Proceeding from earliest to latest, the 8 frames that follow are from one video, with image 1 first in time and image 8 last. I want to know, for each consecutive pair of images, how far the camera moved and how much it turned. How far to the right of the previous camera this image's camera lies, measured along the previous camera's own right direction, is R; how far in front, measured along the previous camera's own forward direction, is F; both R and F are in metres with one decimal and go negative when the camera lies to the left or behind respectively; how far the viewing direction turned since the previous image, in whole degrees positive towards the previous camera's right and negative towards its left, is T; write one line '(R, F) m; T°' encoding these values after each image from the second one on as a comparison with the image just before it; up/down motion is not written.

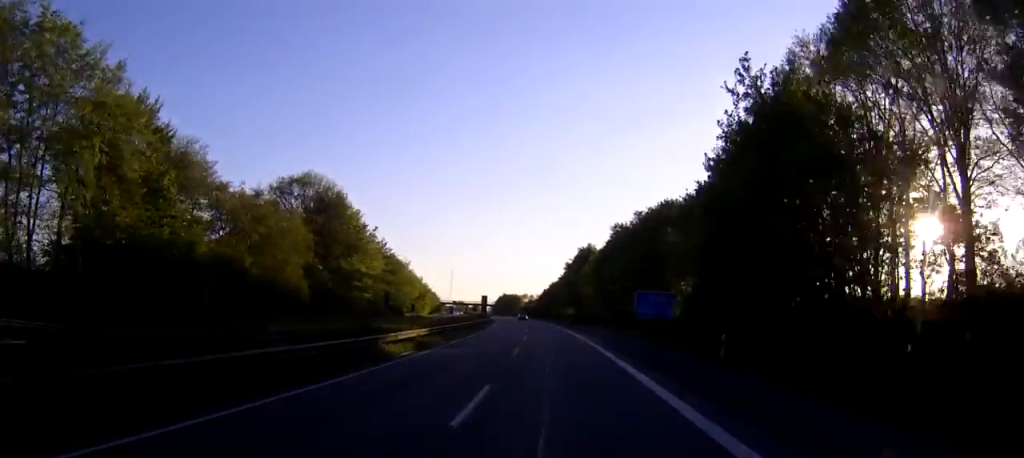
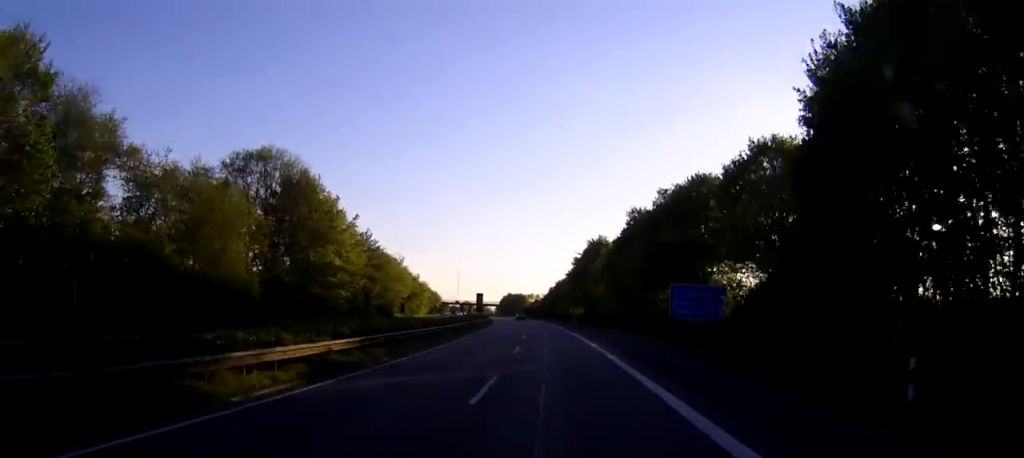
(0.0, +15.3) m; -1°
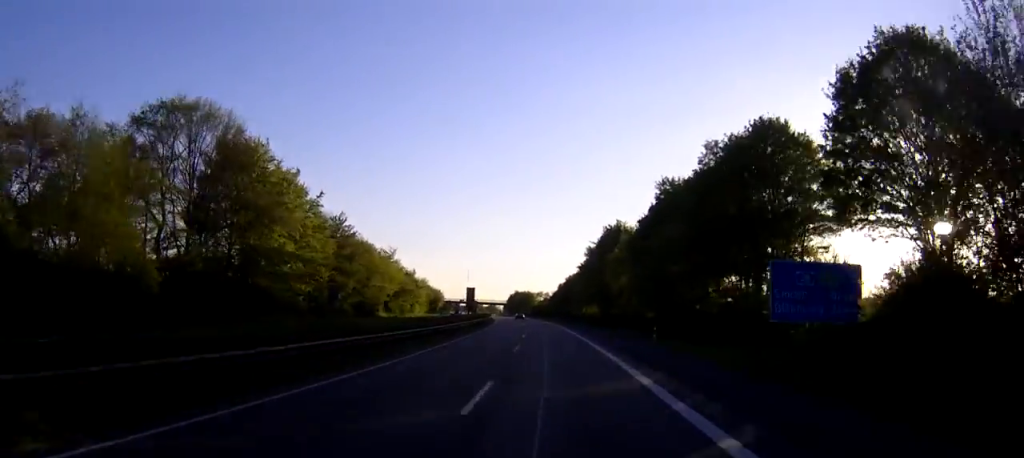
(-0.2, +19.5) m; -1°
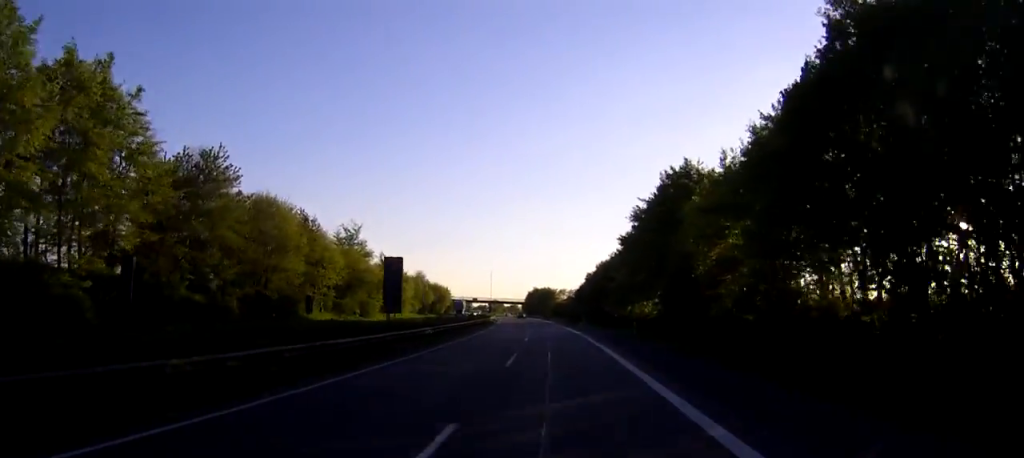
(-0.7, +43.3) m; -2°
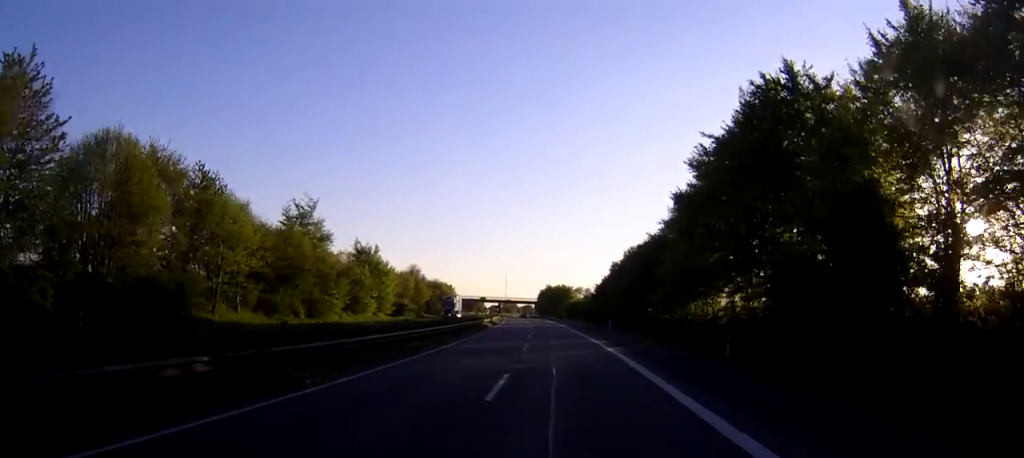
(-0.2, +27.2) m; -1°
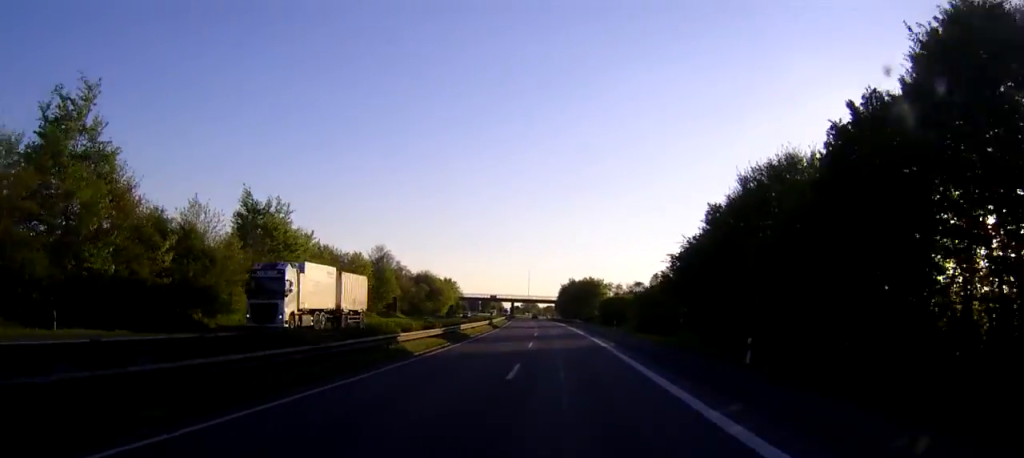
(-1.1, +49.0) m; -2°
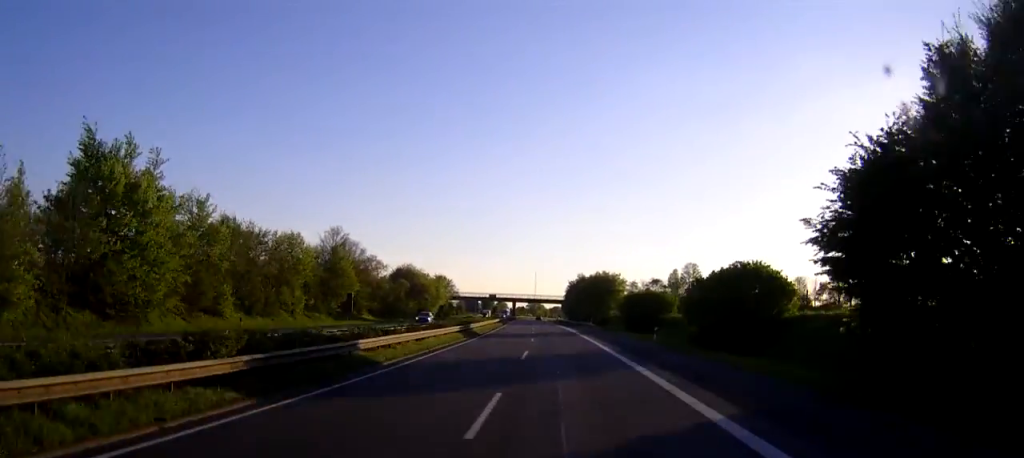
(-0.2, +27.0) m; -1°
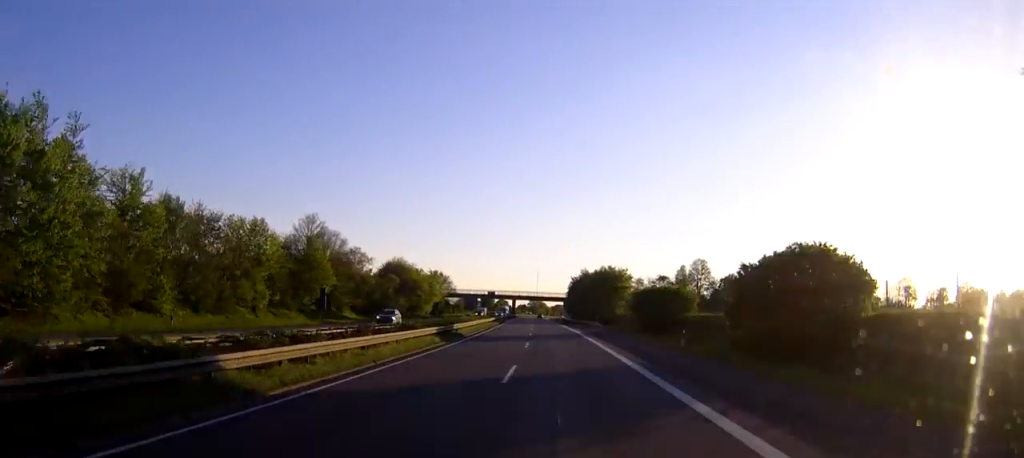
(0.0, +10.1) m; 0°
